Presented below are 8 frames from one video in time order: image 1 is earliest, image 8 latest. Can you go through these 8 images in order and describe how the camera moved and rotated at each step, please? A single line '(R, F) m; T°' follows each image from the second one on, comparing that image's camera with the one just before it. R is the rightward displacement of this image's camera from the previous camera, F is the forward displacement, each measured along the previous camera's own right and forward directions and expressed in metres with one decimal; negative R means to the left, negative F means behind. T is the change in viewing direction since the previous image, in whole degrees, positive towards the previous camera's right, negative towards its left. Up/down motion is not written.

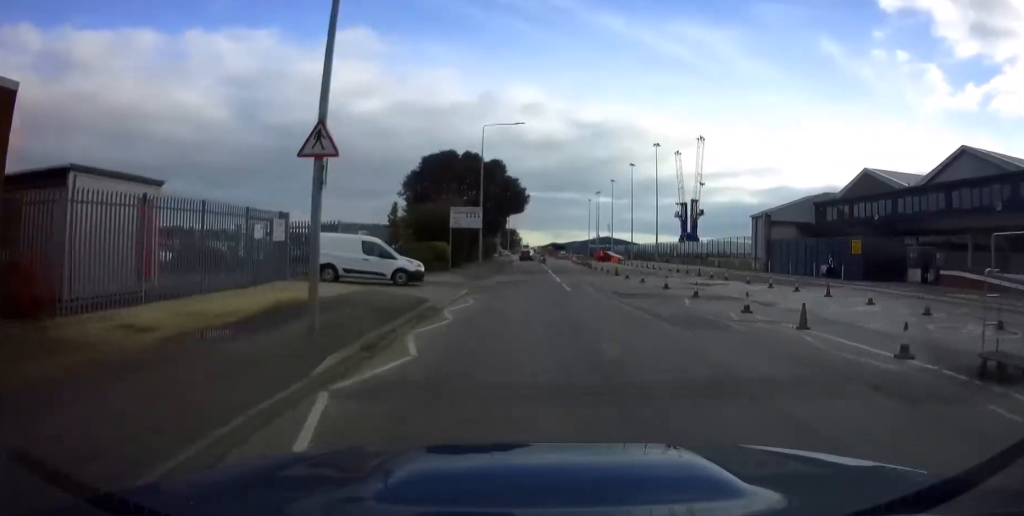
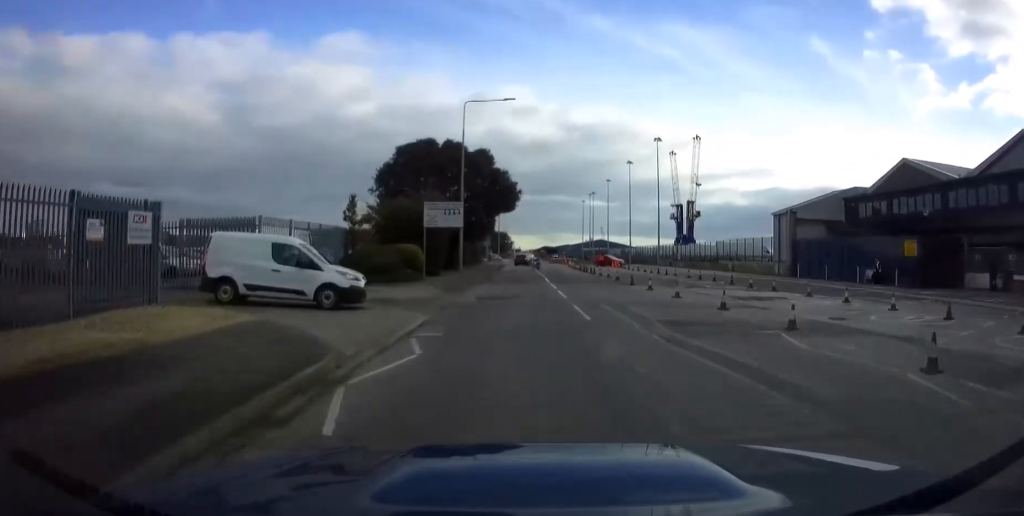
(0.0, +7.8) m; 0°
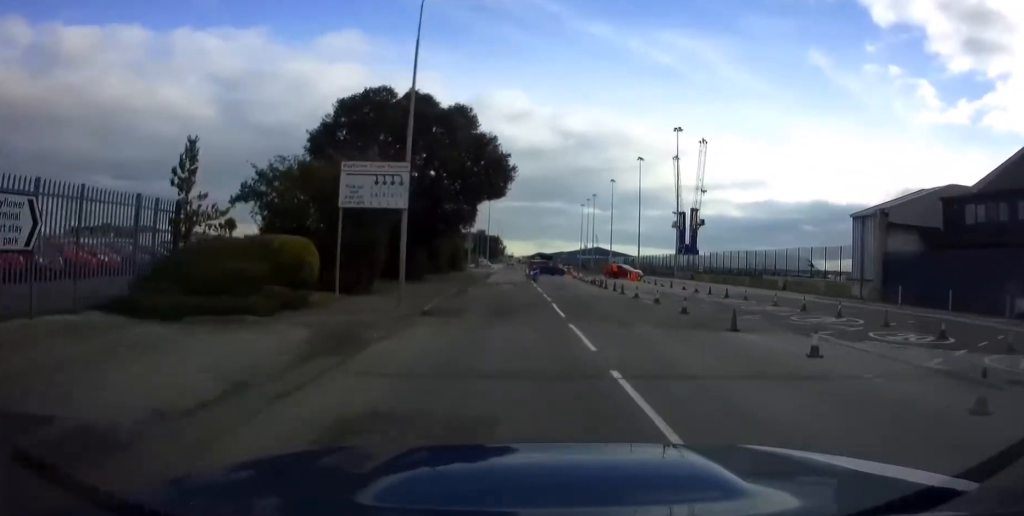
(0.0, +14.9) m; 0°
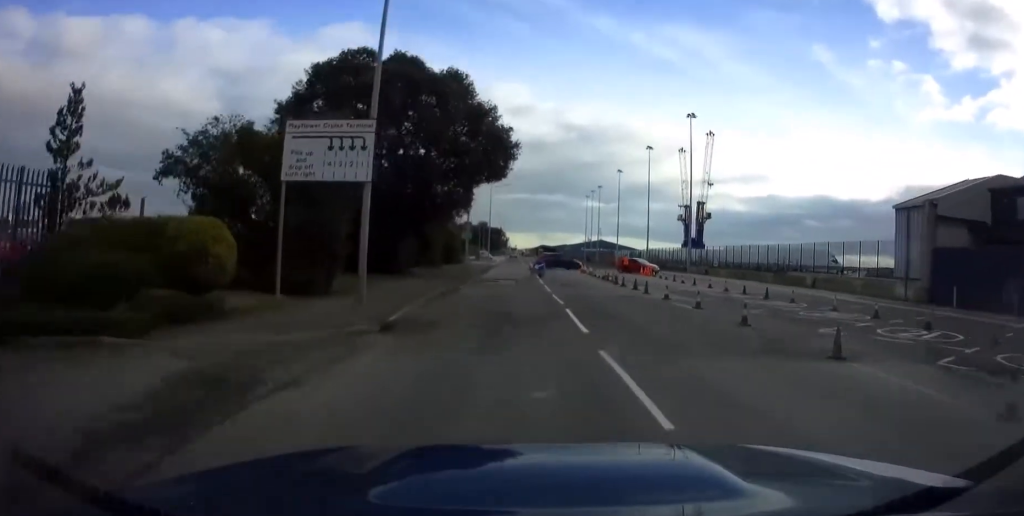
(0.0, +5.0) m; 0°
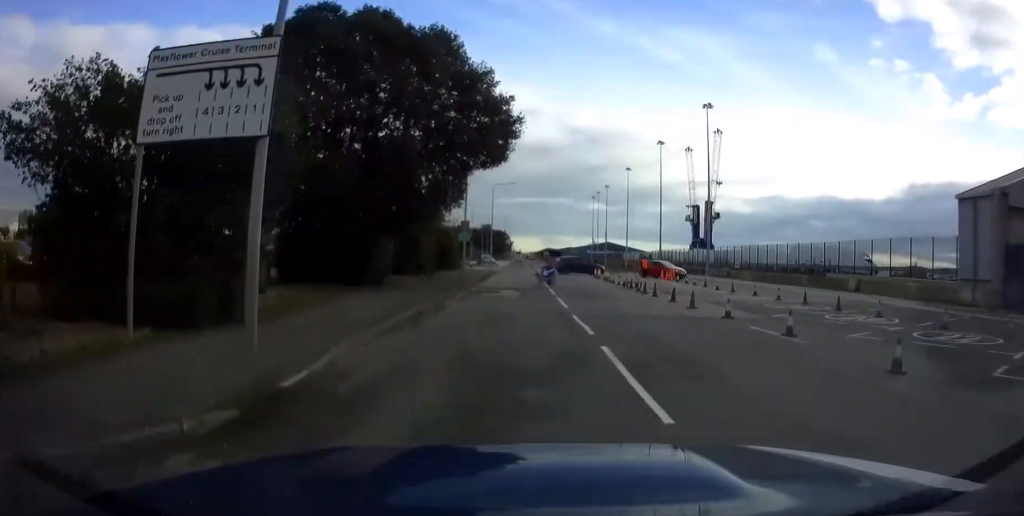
(0.0, +5.7) m; 0°
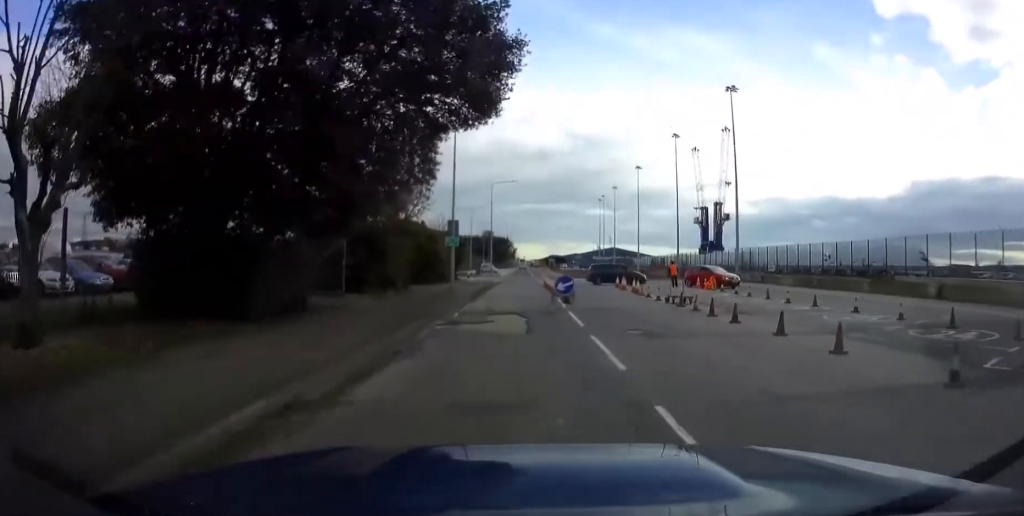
(+0.1, +9.6) m; -1°
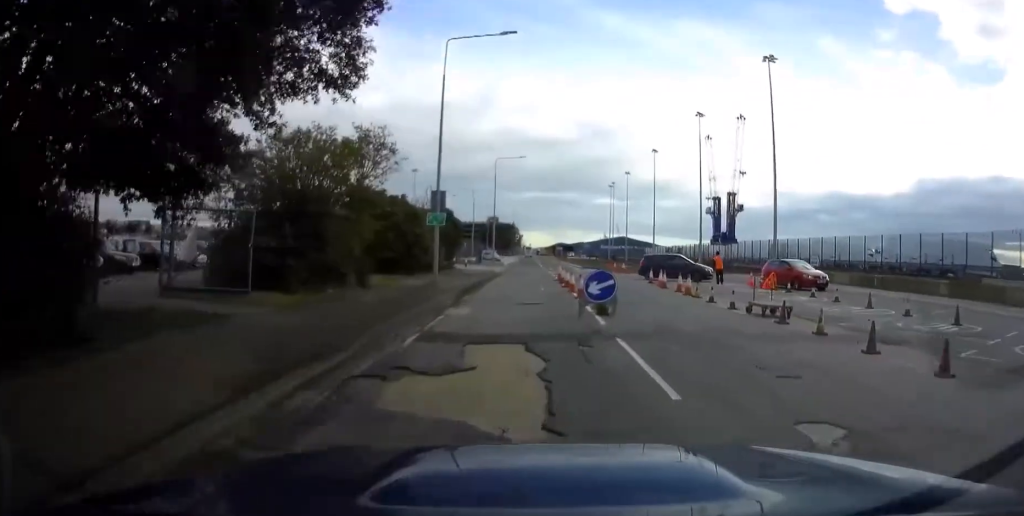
(-0.1, +9.3) m; -2°
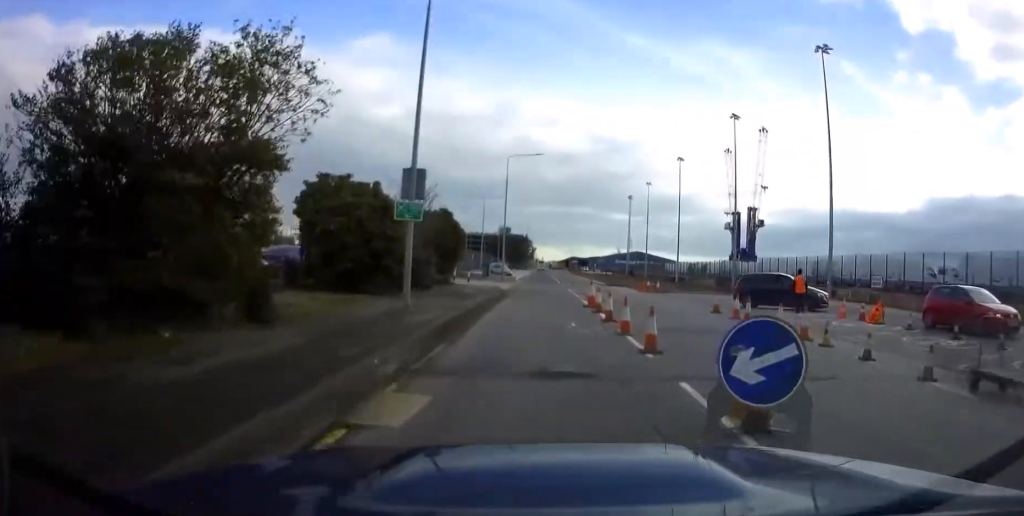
(-0.1, +9.5) m; +1°
